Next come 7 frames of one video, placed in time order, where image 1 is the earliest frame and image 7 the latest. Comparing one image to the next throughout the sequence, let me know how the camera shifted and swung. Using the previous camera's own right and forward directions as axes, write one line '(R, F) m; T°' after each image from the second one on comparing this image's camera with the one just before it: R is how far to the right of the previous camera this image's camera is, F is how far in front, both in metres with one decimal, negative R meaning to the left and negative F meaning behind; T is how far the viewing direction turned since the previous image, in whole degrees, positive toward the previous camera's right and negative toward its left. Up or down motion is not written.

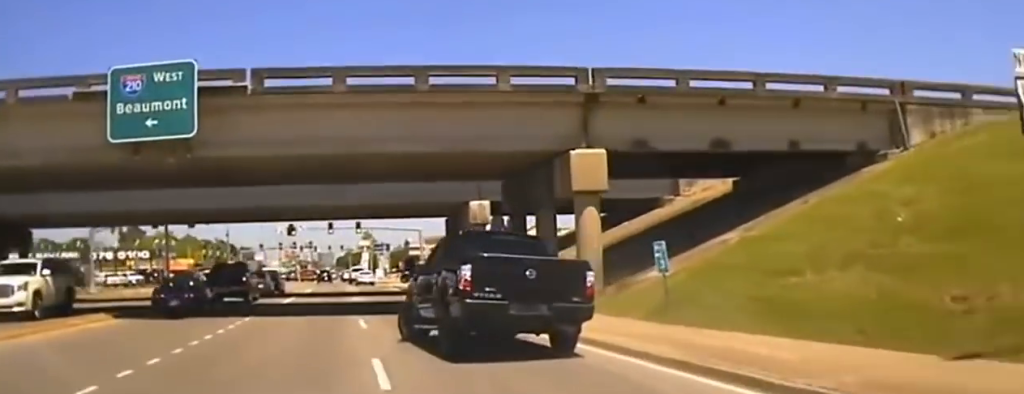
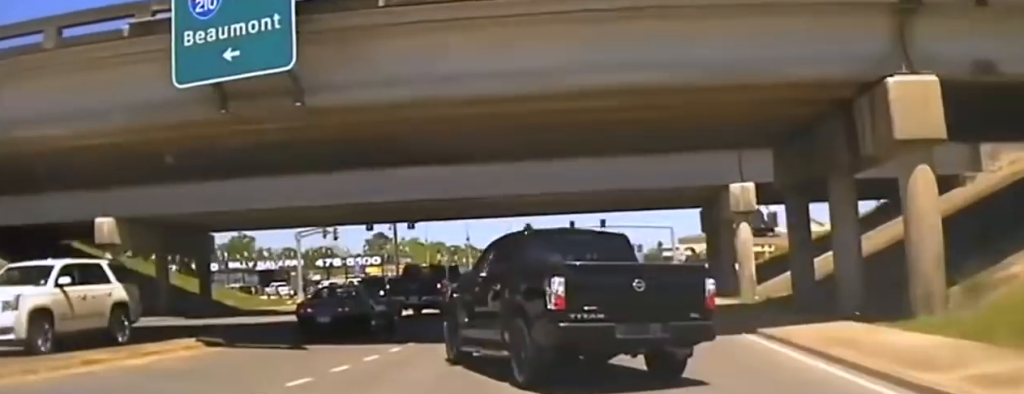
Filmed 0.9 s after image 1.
(-1.9, +9.9) m; -16°
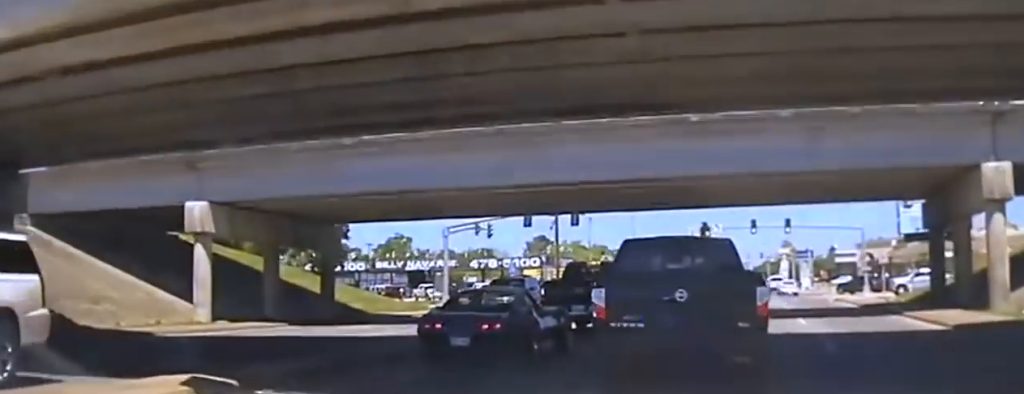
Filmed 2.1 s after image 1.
(-1.1, +10.7) m; -2°
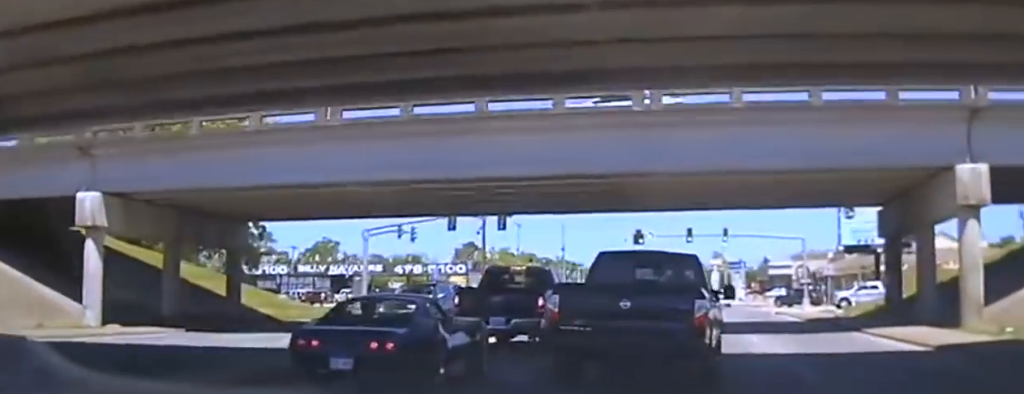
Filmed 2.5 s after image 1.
(-0.1, +3.5) m; +3°
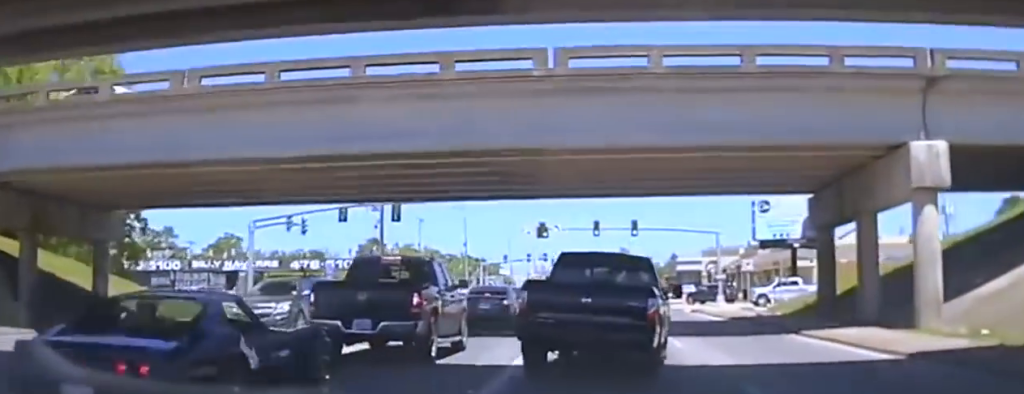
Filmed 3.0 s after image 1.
(+0.2, +3.6) m; +6°
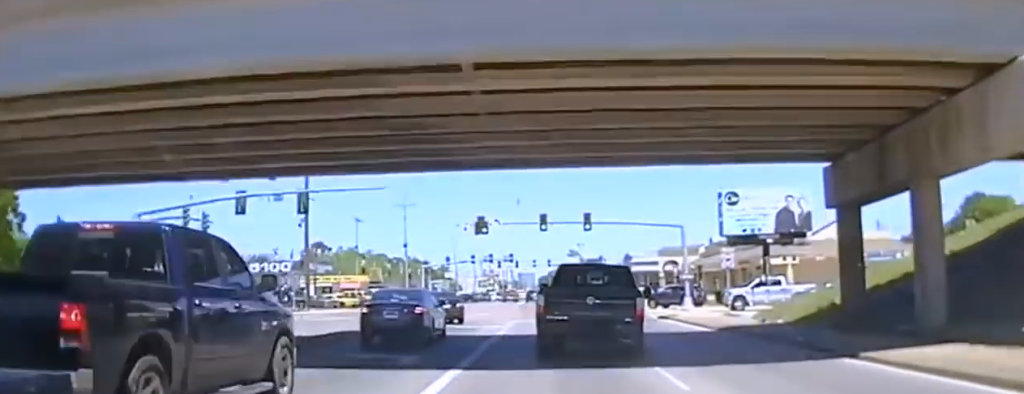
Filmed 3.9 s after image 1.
(+0.8, +8.1) m; +8°
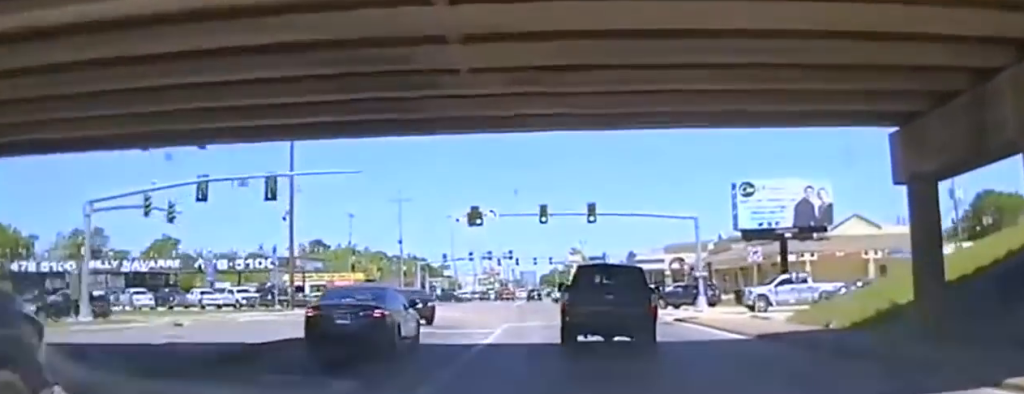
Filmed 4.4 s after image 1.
(+0.4, +4.6) m; +1°
